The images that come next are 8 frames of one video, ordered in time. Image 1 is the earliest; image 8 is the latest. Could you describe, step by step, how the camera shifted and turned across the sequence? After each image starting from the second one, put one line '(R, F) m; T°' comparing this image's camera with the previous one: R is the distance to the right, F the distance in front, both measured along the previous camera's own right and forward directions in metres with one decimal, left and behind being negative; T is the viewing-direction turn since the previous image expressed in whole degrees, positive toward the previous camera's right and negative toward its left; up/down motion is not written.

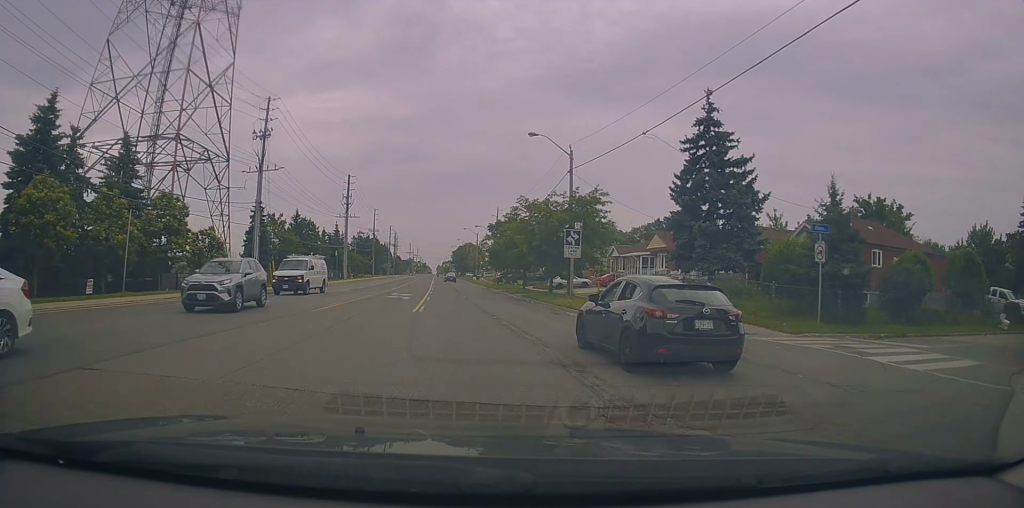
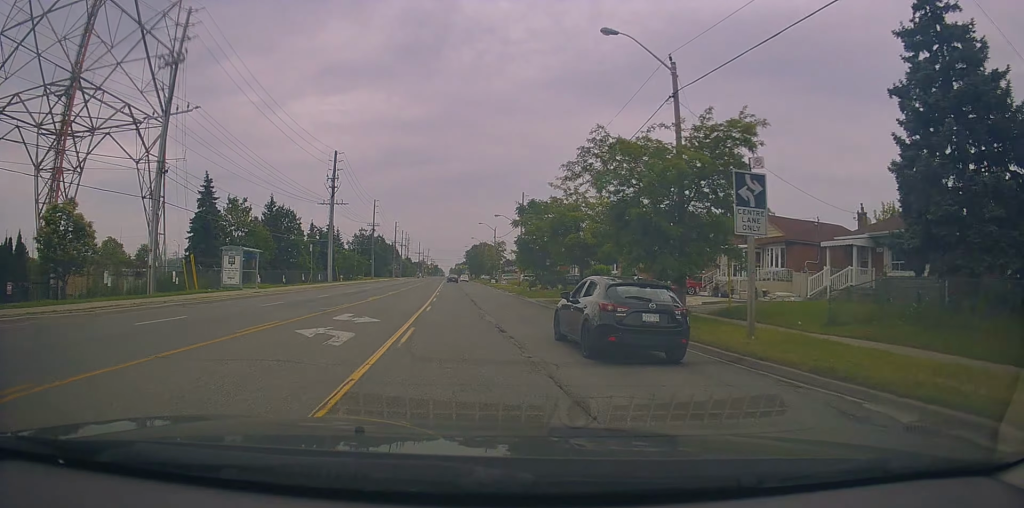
(-0.1, +17.8) m; -1°
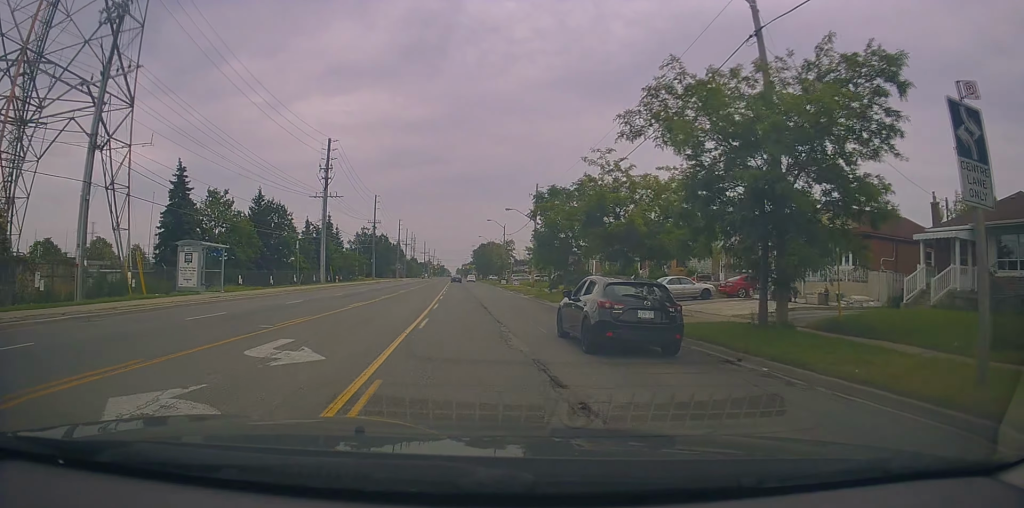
(-0.1, +6.9) m; 0°
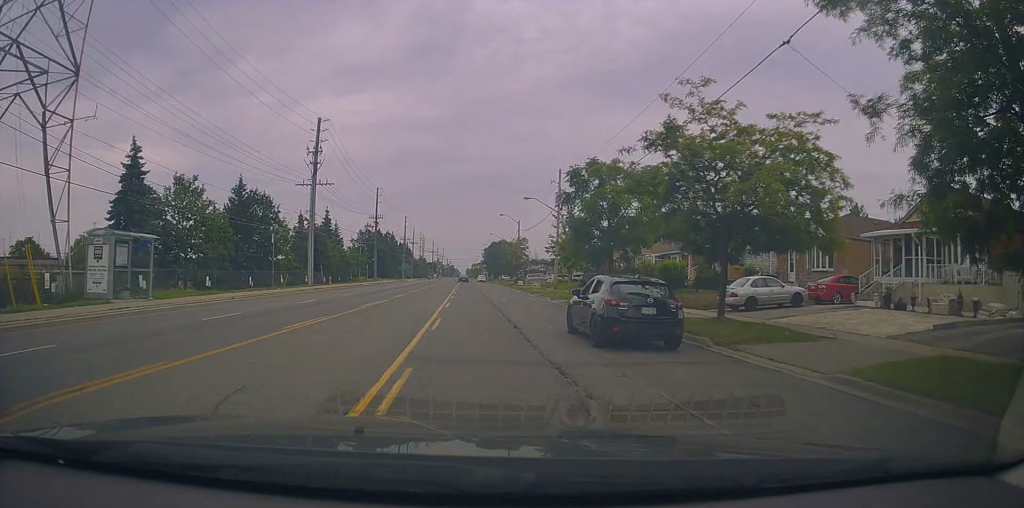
(+0.1, +8.7) m; -1°
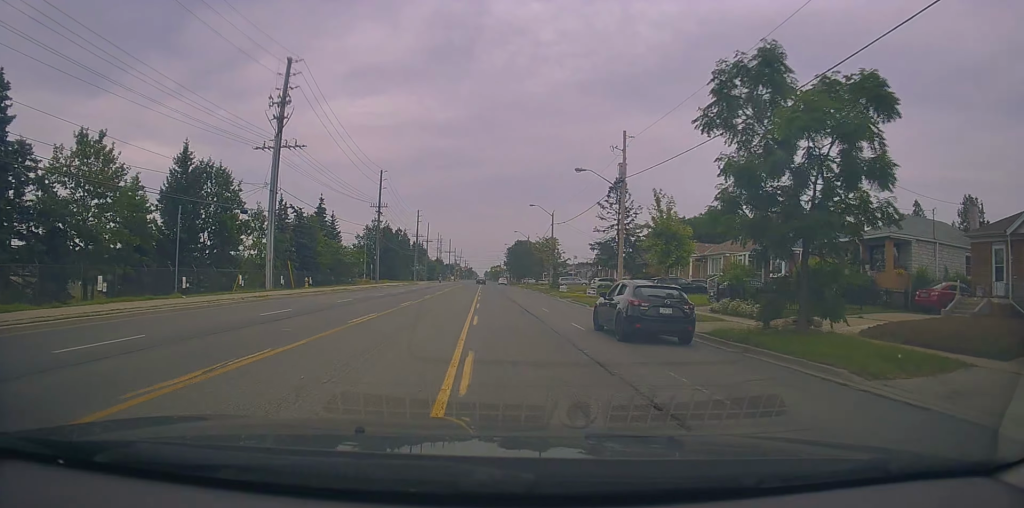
(-0.4, +16.4) m; -4°
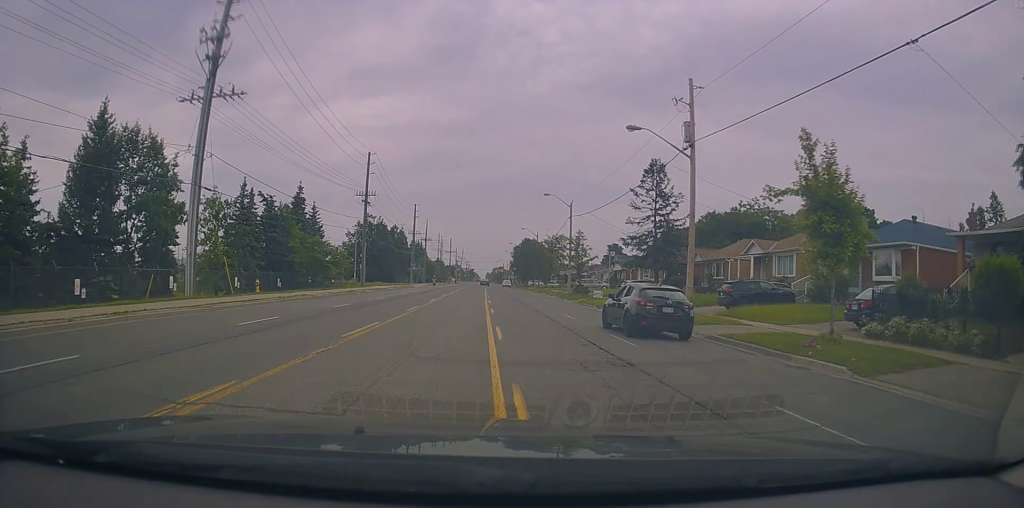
(-0.4, +12.0) m; -1°
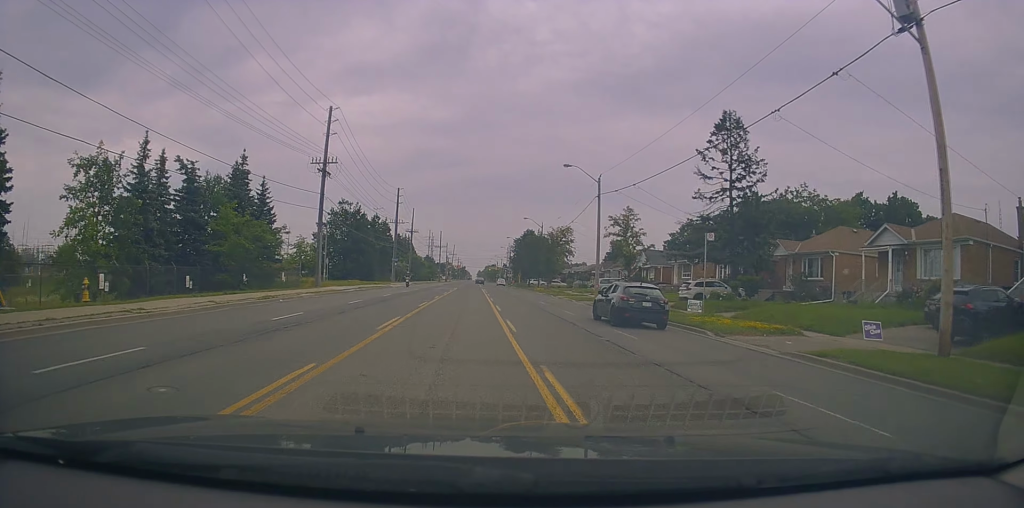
(+0.1, +17.0) m; +2°
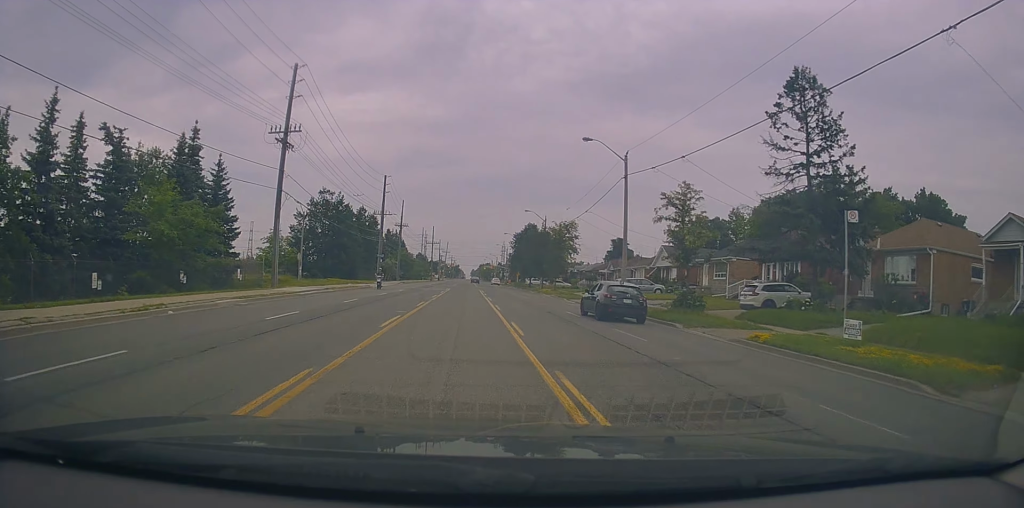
(0.0, +10.1) m; +1°
